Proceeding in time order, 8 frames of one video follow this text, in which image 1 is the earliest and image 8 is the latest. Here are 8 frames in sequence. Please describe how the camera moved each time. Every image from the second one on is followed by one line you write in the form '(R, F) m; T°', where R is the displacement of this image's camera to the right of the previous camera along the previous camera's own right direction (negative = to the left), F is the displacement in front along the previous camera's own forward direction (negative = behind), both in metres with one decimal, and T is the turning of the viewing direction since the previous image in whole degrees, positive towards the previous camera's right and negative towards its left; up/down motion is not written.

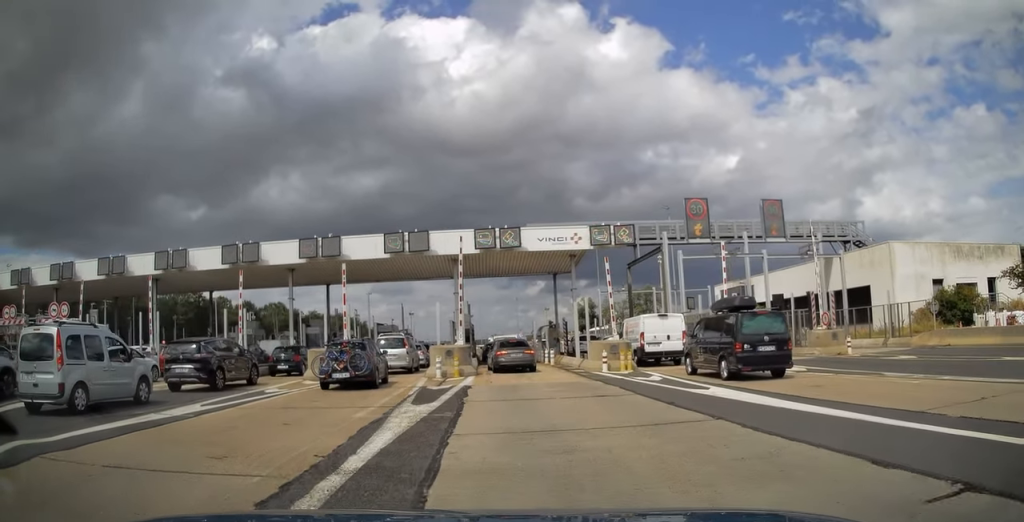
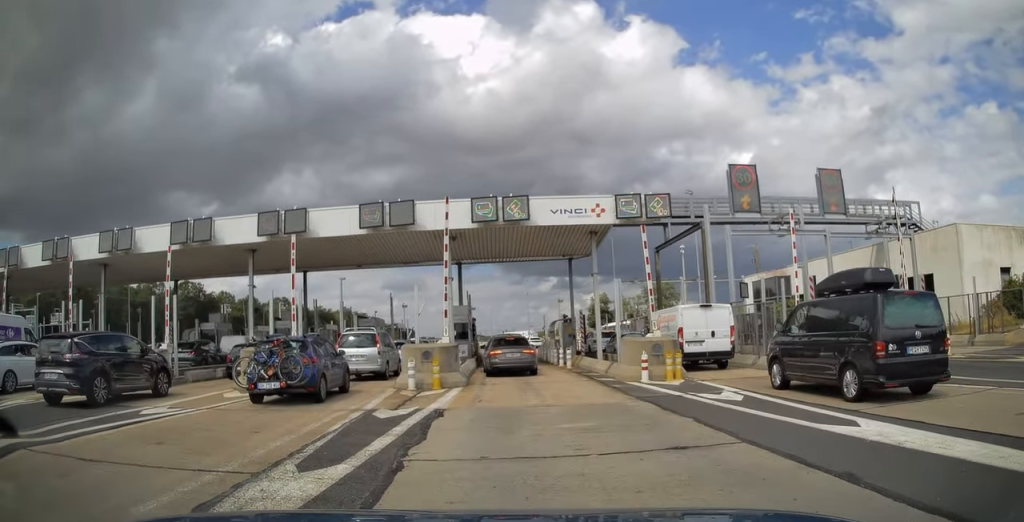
(-0.2, +7.6) m; -3°
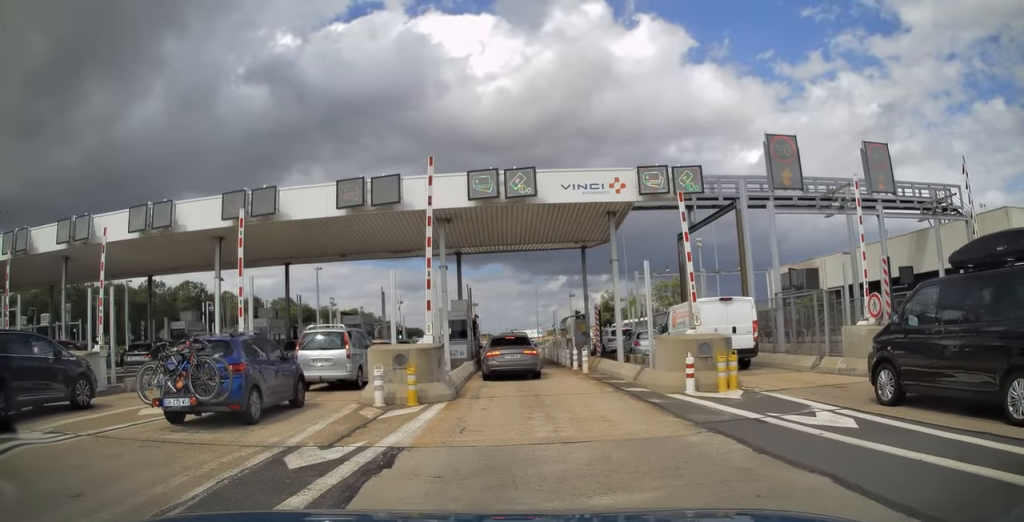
(-0.1, +5.1) m; -2°
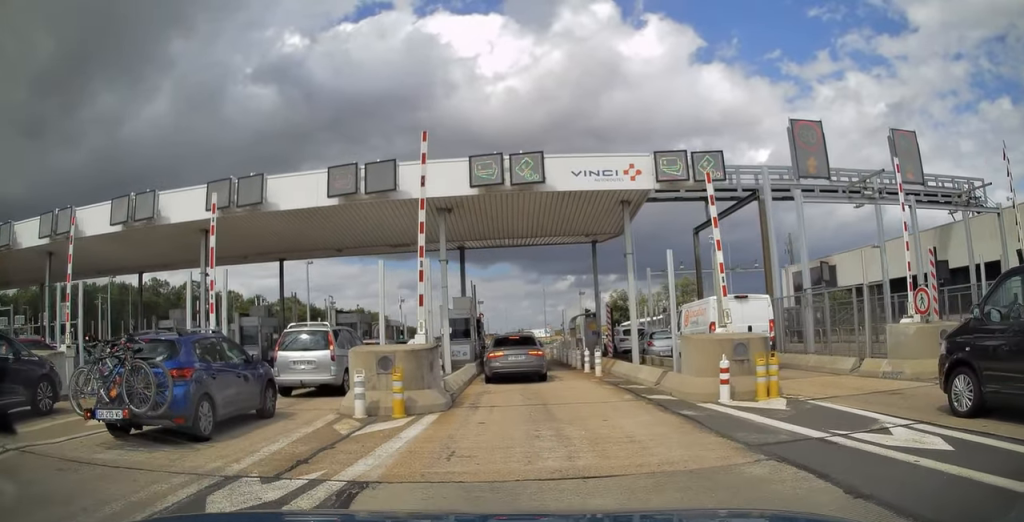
(0.0, +2.4) m; -1°
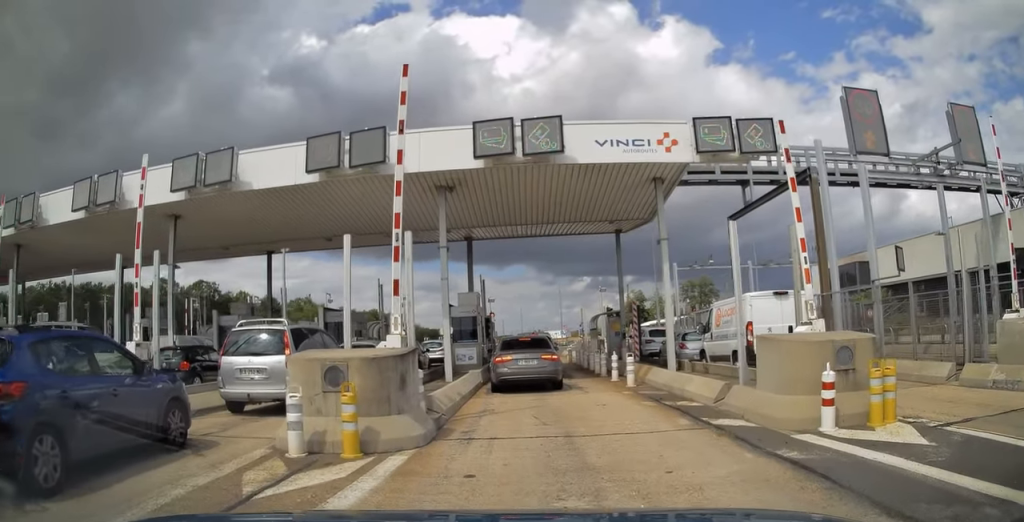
(-0.1, +5.0) m; 0°
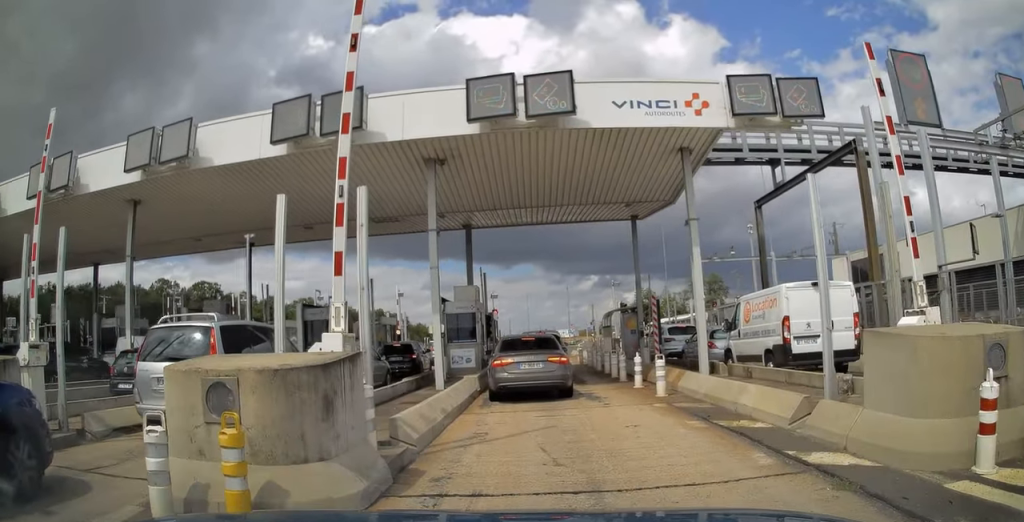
(+0.1, +4.6) m; +1°
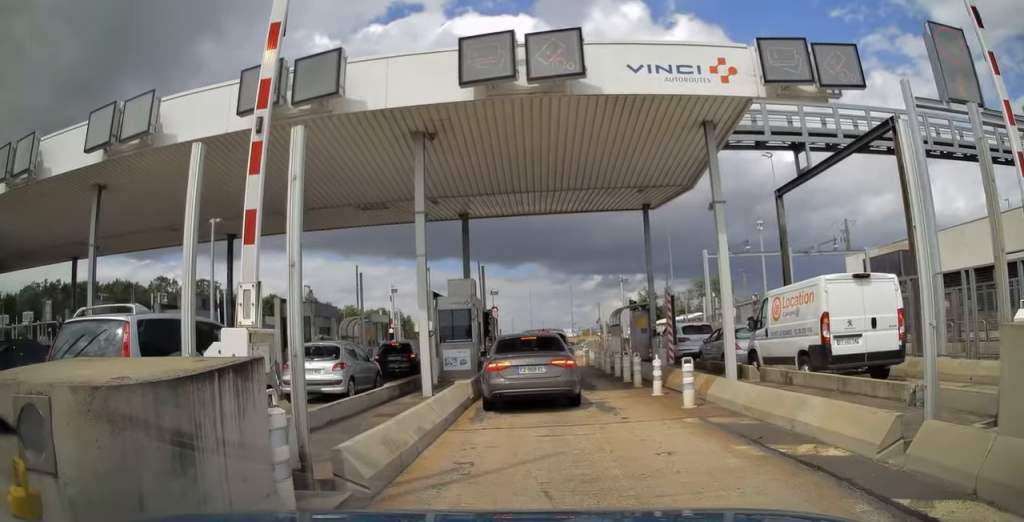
(0.0, +3.2) m; 0°
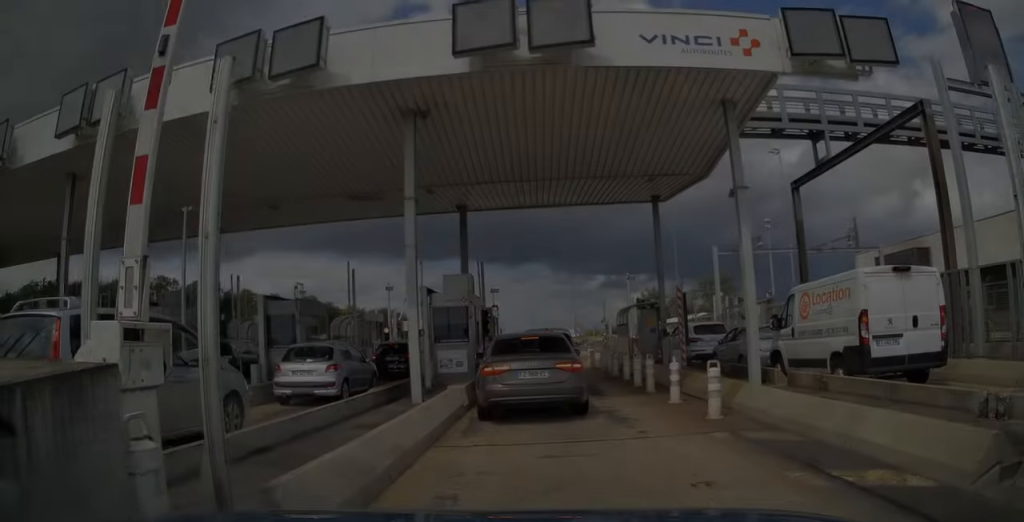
(0.0, +2.0) m; 0°
